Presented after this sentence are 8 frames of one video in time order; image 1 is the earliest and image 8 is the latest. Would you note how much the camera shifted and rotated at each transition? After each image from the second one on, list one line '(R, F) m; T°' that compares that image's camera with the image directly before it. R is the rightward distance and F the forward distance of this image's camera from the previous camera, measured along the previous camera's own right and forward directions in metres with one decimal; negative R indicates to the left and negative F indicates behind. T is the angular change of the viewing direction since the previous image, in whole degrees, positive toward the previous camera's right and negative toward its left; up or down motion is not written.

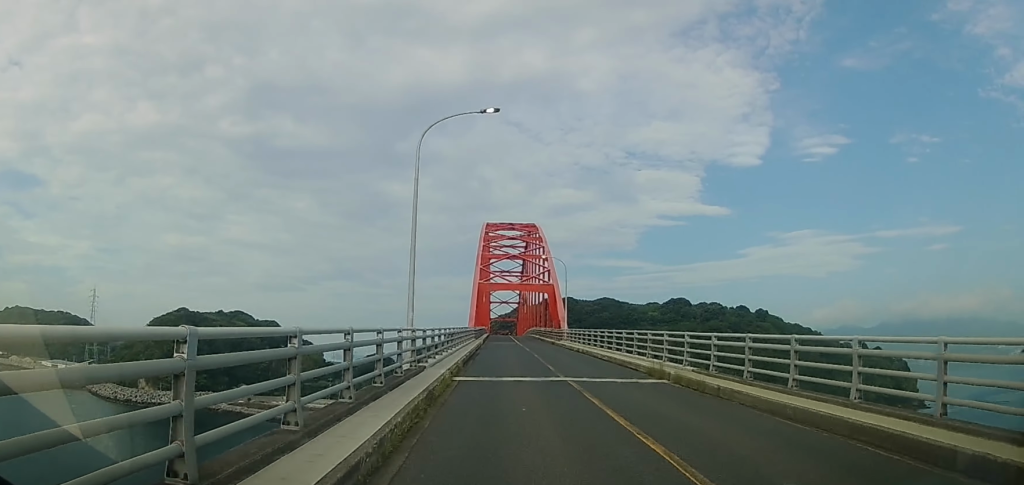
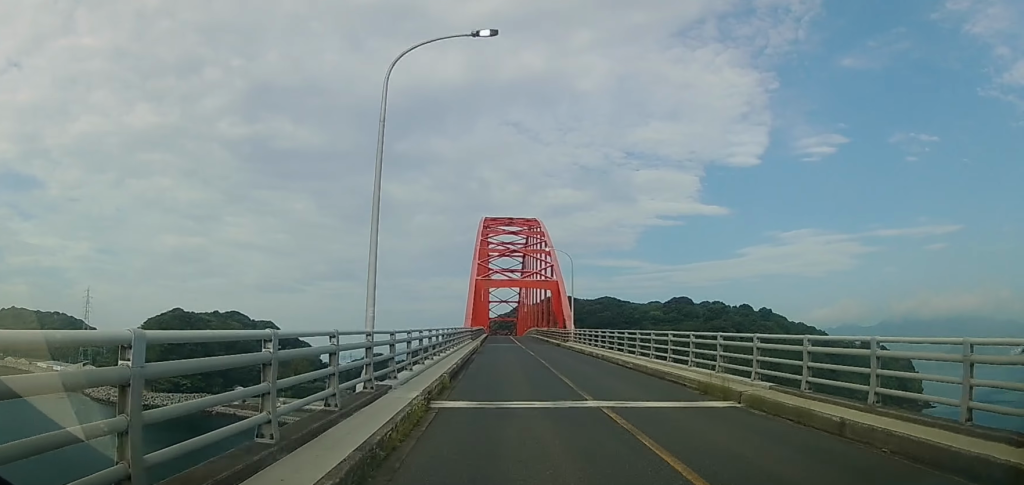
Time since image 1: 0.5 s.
(-0.1, +6.0) m; +1°
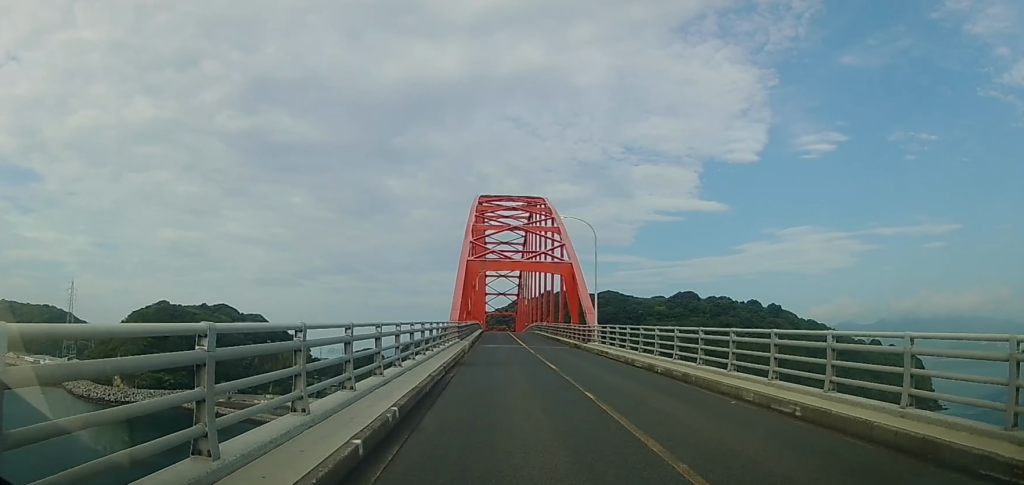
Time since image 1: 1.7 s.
(+0.4, +13.0) m; 0°
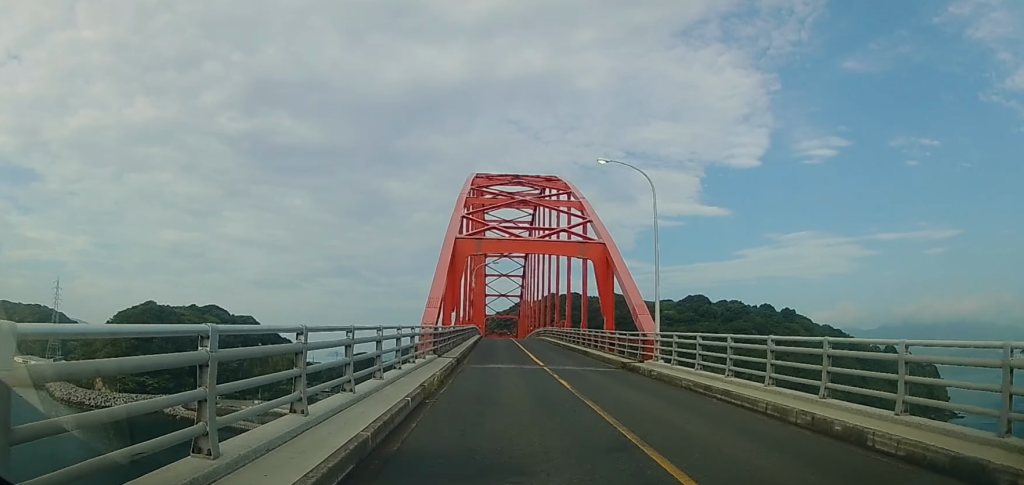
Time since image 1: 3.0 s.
(-0.2, +14.8) m; 0°
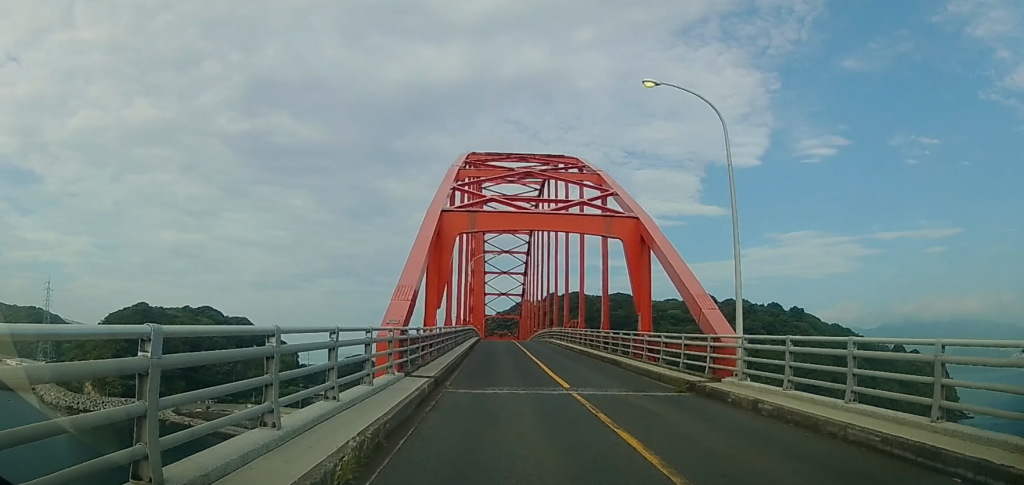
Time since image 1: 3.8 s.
(+0.3, +8.5) m; 0°
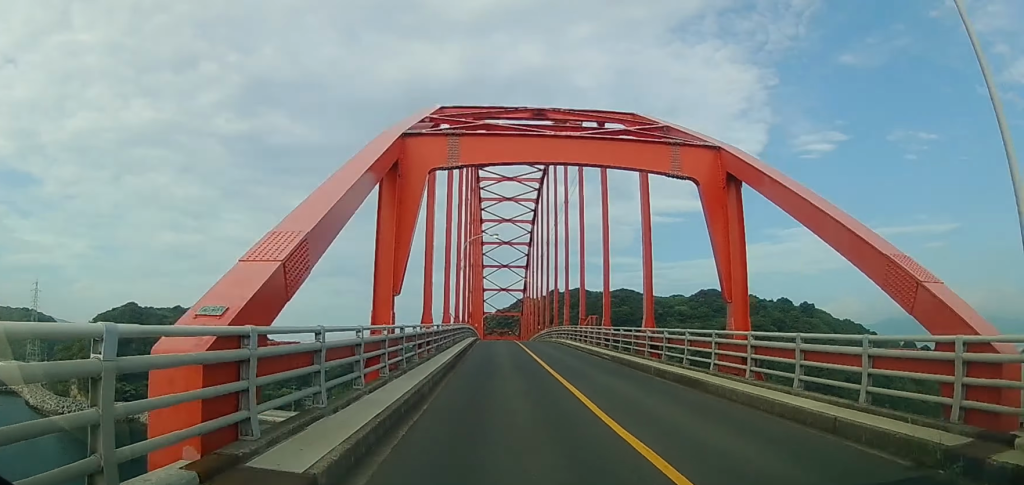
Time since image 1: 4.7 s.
(-0.6, +9.9) m; 0°
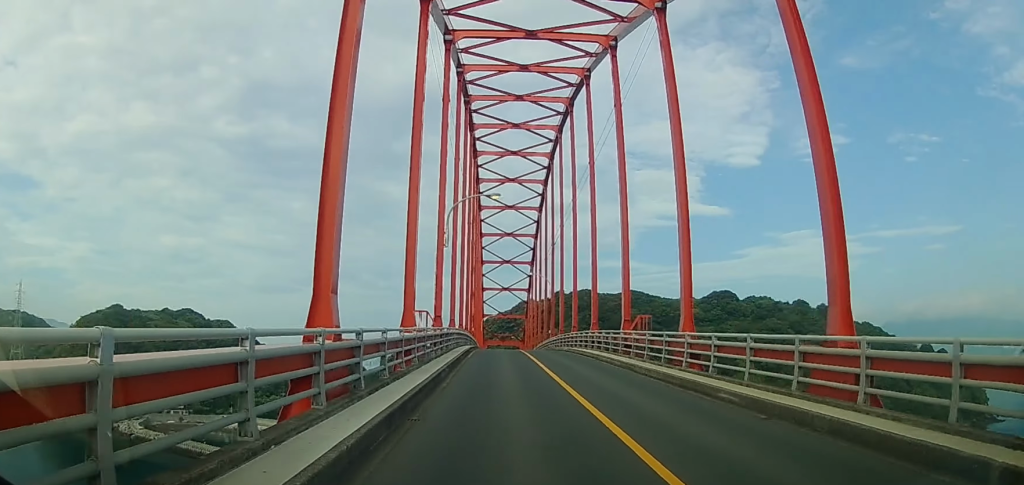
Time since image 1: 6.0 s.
(+0.5, +14.6) m; 0°
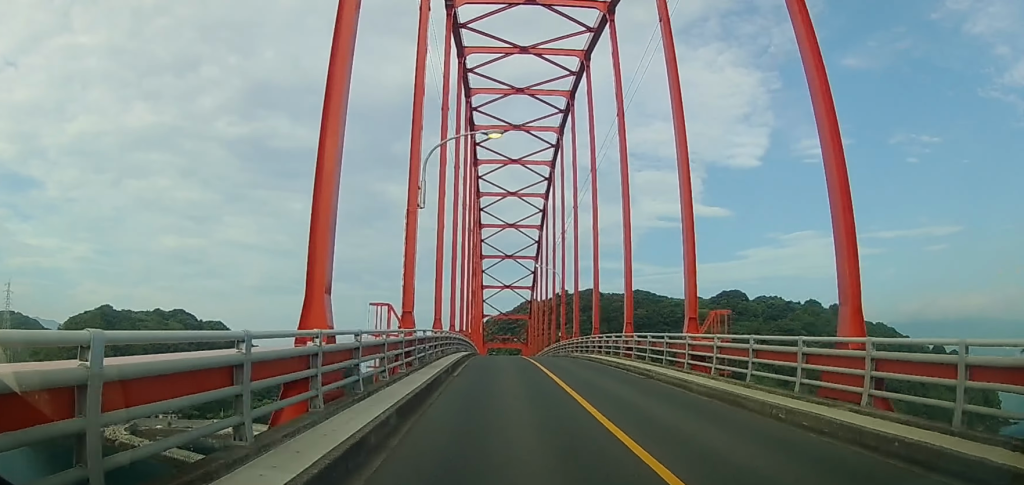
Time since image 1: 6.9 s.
(-0.3, +9.4) m; 0°
